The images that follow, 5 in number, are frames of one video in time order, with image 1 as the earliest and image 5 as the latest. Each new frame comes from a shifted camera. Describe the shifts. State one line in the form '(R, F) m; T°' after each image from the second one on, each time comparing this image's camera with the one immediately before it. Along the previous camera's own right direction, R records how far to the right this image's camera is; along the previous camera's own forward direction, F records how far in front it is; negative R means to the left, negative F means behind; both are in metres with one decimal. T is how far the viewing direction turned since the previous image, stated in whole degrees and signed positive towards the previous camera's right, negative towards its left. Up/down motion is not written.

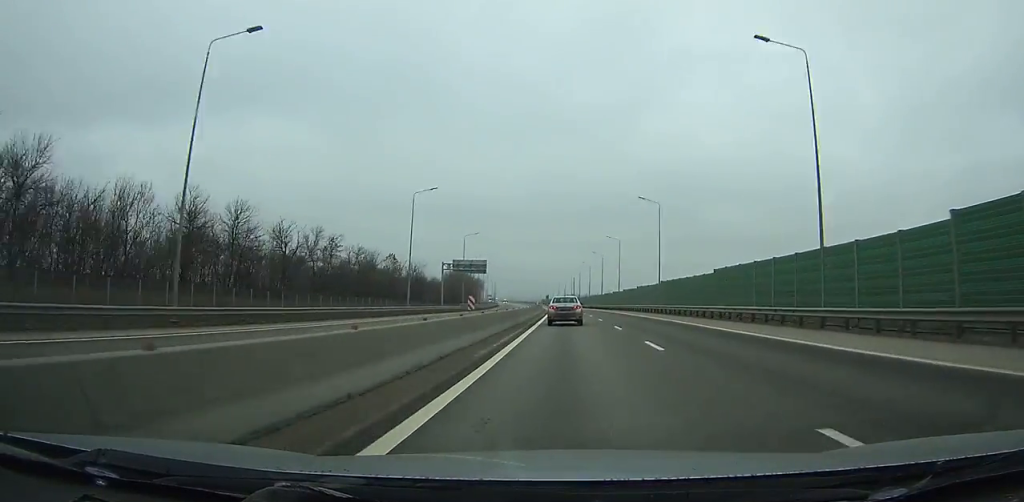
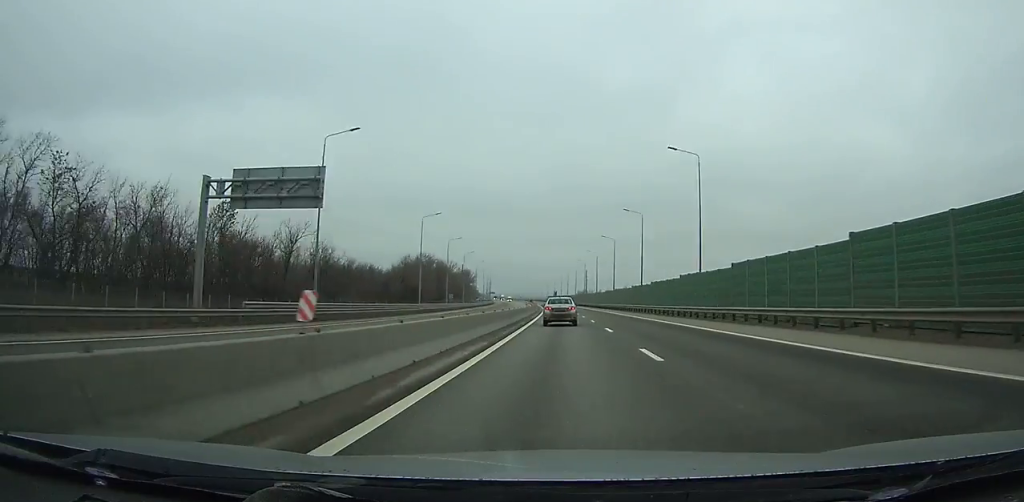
(-0.7, +61.3) m; -1°
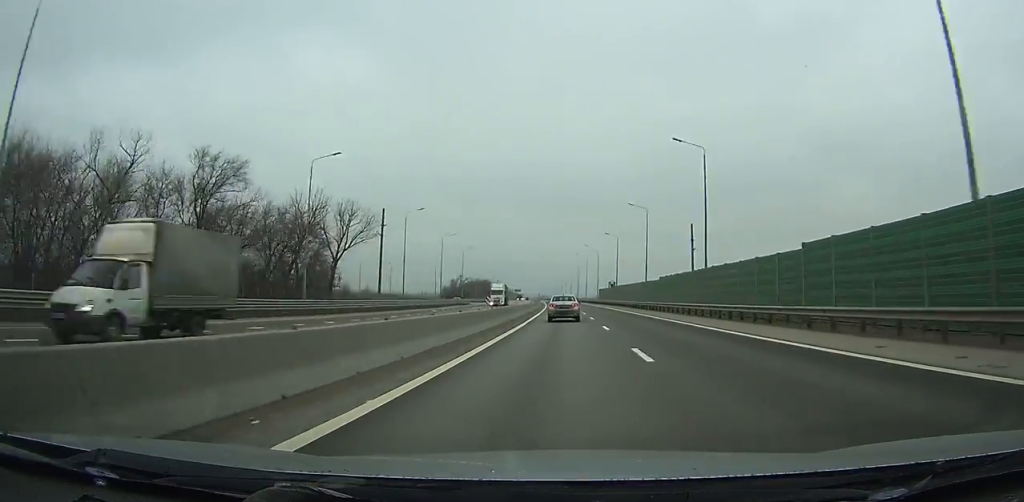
(-6.6, +182.0) m; -4°
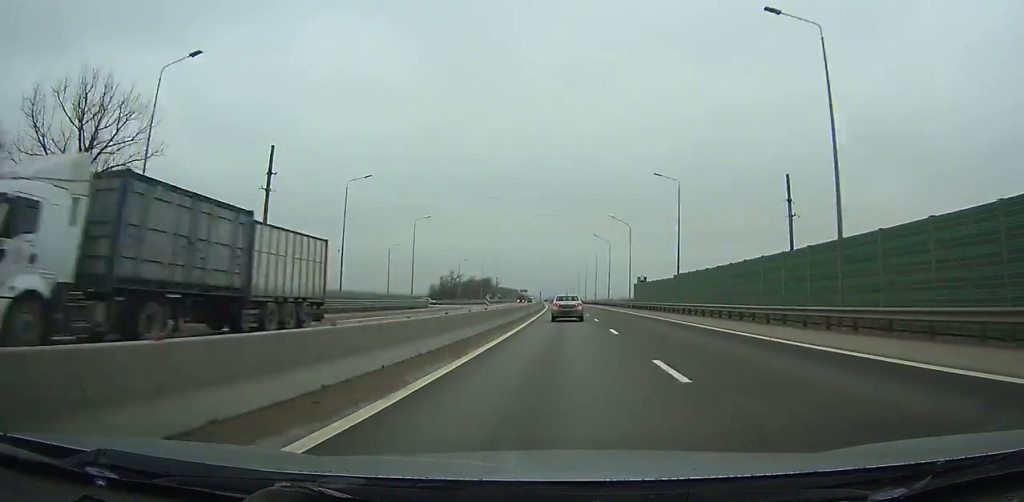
(-0.2, +51.1) m; -1°
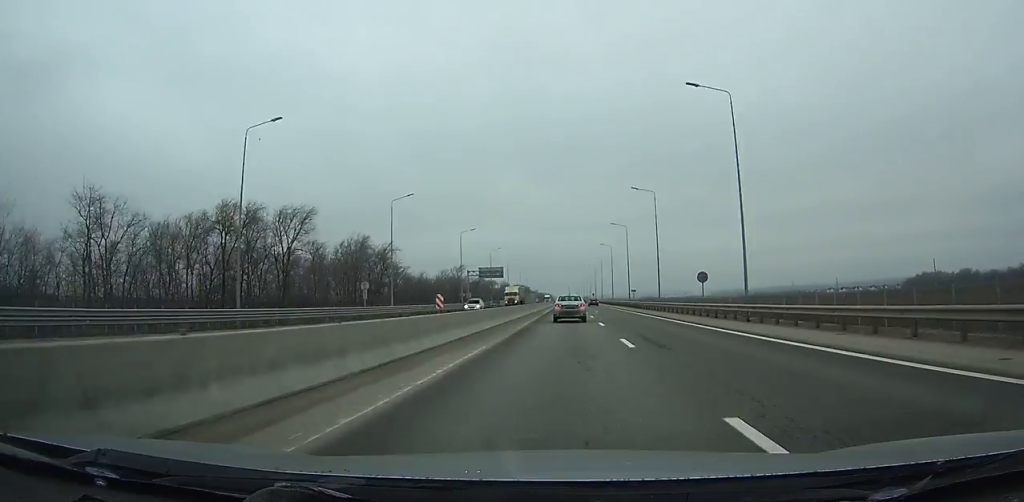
(-6.9, +259.3) m; -2°
